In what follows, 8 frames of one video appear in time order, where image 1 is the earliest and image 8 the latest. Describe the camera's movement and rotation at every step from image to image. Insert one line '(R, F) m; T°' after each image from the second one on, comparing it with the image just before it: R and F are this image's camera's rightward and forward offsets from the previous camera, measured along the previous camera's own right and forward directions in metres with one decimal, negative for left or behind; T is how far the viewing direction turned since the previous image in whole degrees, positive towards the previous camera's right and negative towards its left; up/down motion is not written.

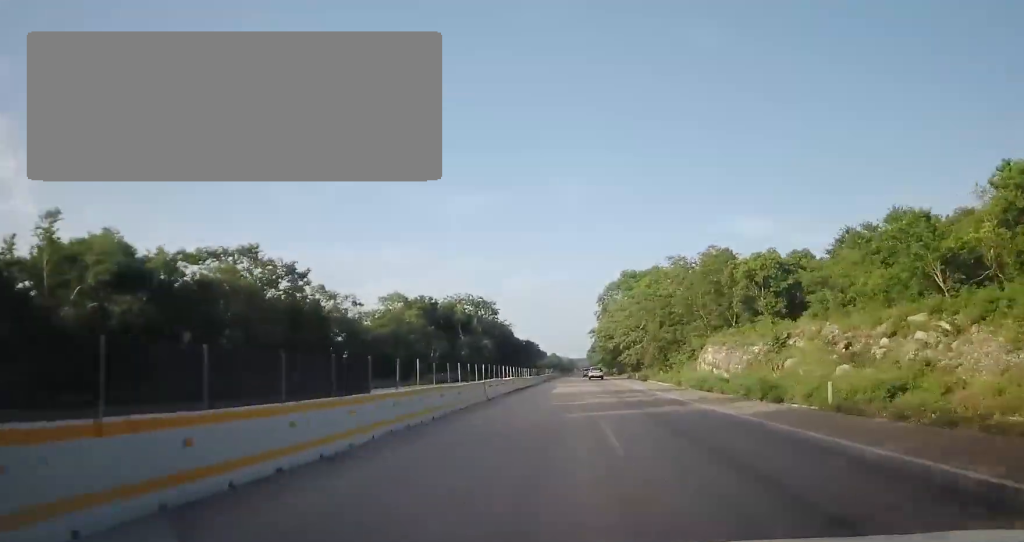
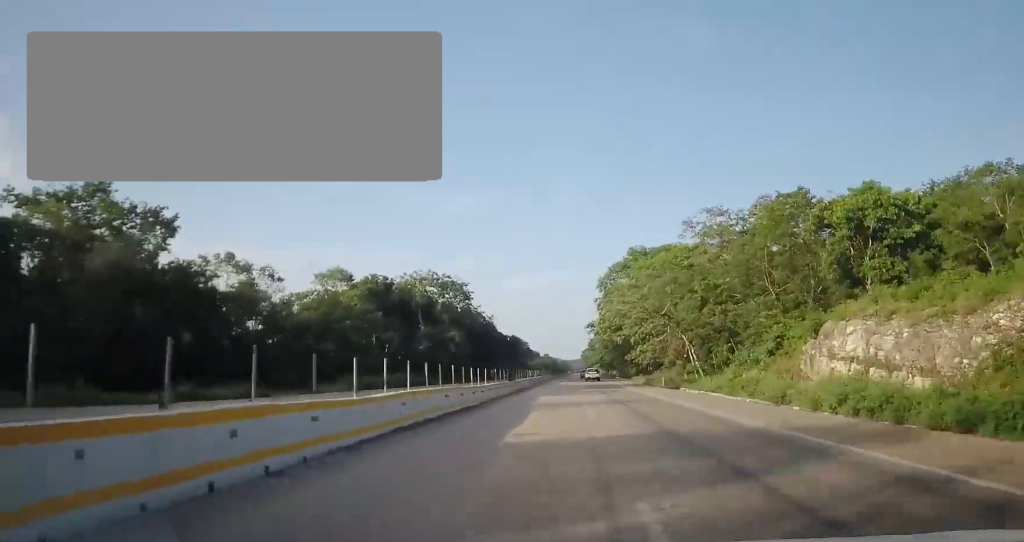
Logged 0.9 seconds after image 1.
(+0.6, +24.1) m; +2°
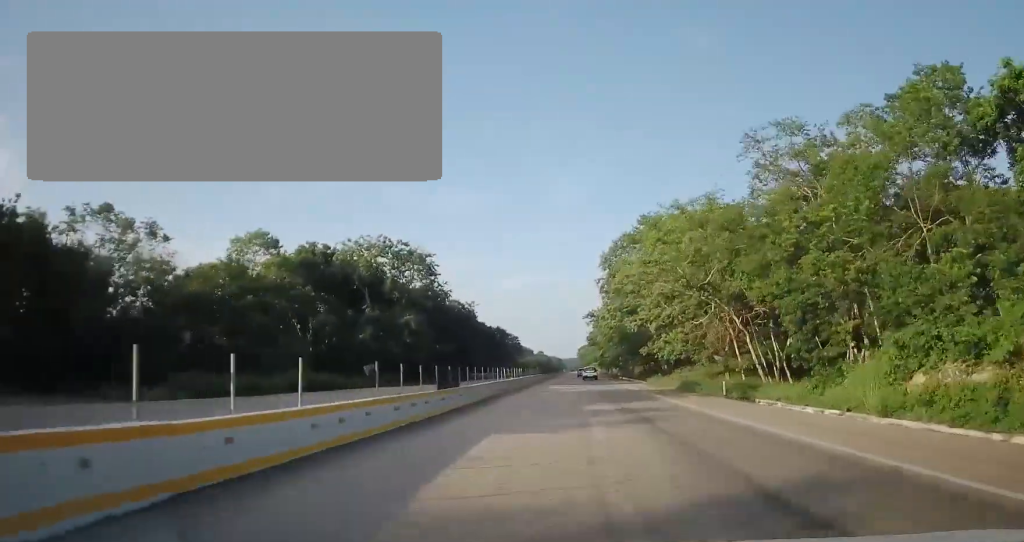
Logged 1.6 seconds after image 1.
(-0.2, +20.0) m; +2°
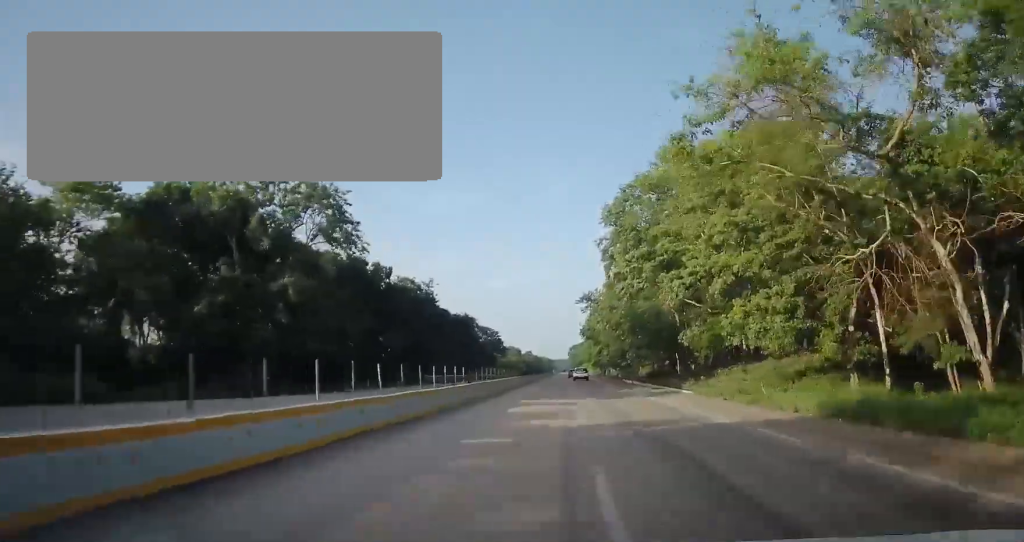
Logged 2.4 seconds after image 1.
(+0.9, +24.1) m; +1°
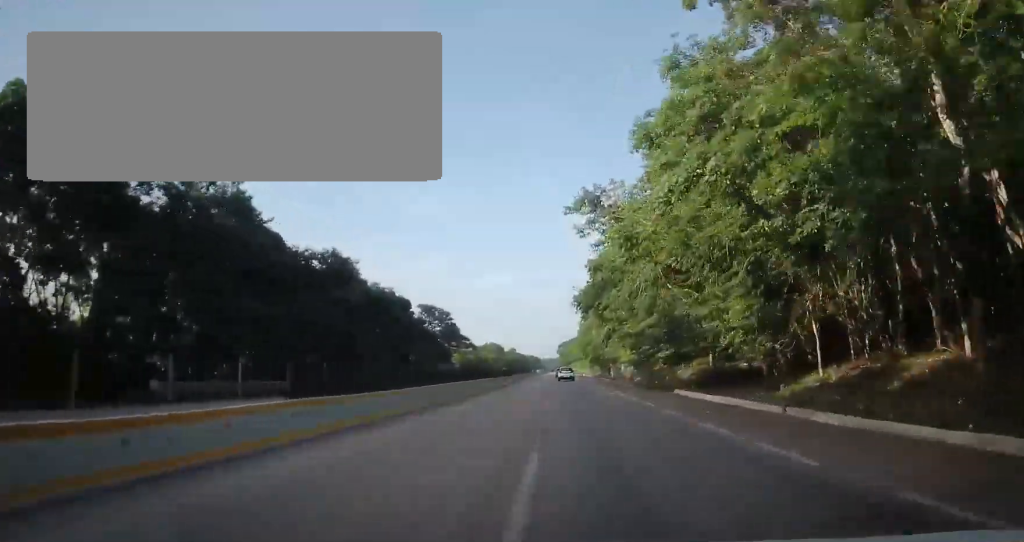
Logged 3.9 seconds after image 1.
(-0.5, +44.3) m; -1°
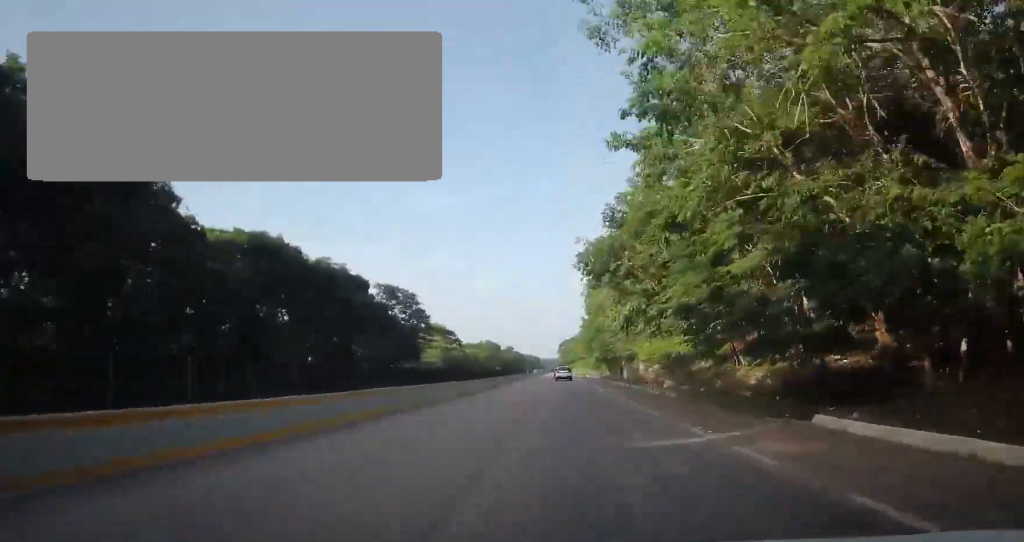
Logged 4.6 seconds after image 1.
(+0.2, +20.6) m; 0°
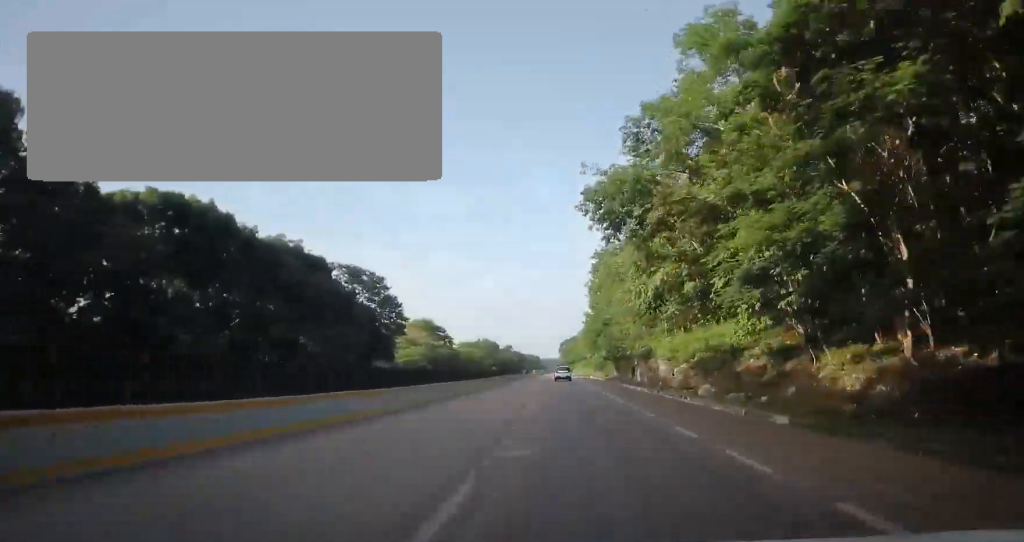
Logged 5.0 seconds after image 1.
(-0.1, +12.8) m; -1°
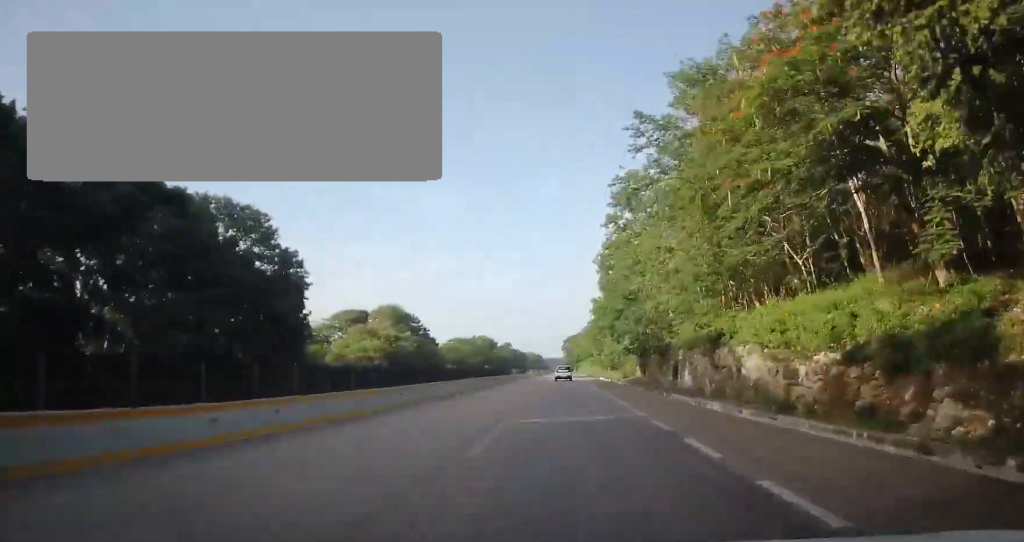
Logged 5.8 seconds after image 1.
(-0.2, +23.6) m; -1°
